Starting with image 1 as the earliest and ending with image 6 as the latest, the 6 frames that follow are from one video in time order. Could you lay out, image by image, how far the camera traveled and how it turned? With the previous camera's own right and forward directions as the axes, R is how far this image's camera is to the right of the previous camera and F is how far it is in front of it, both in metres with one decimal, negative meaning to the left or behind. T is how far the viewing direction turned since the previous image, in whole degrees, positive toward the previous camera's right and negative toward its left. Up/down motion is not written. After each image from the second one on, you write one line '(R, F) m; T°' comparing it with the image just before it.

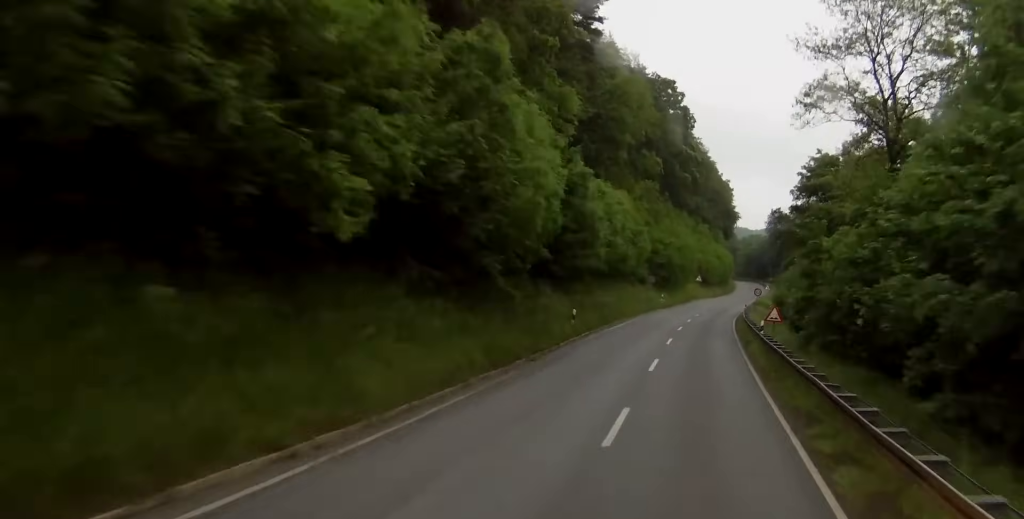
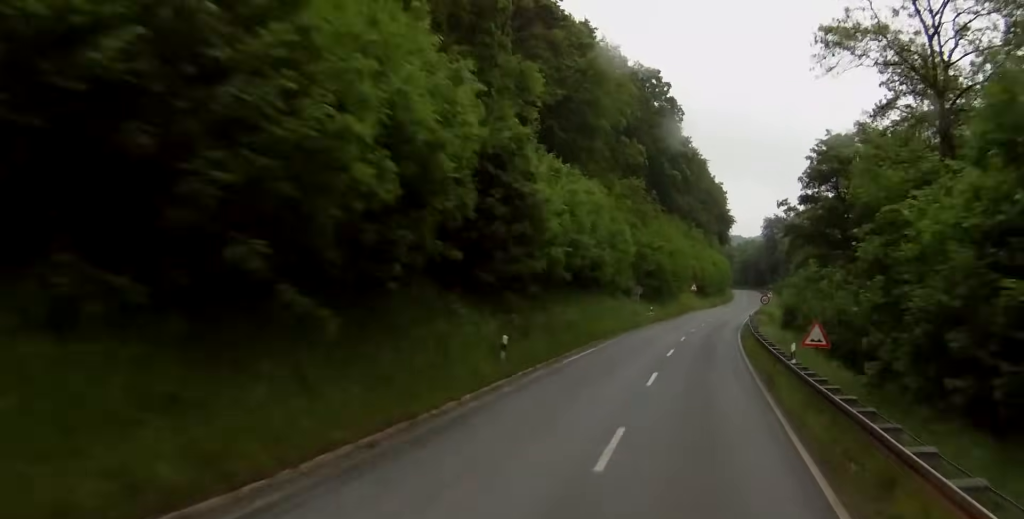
(0.0, +12.8) m; +1°
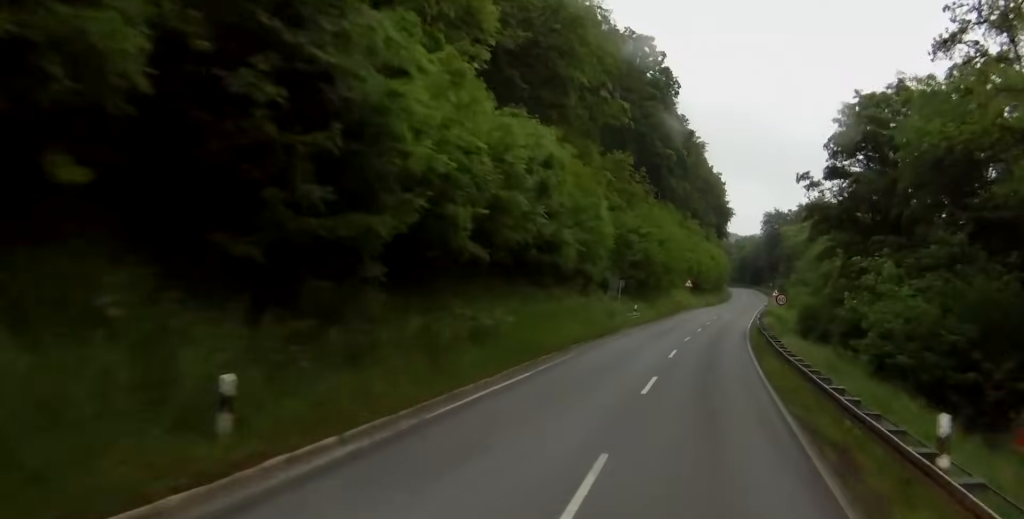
(+0.3, +14.8) m; +1°
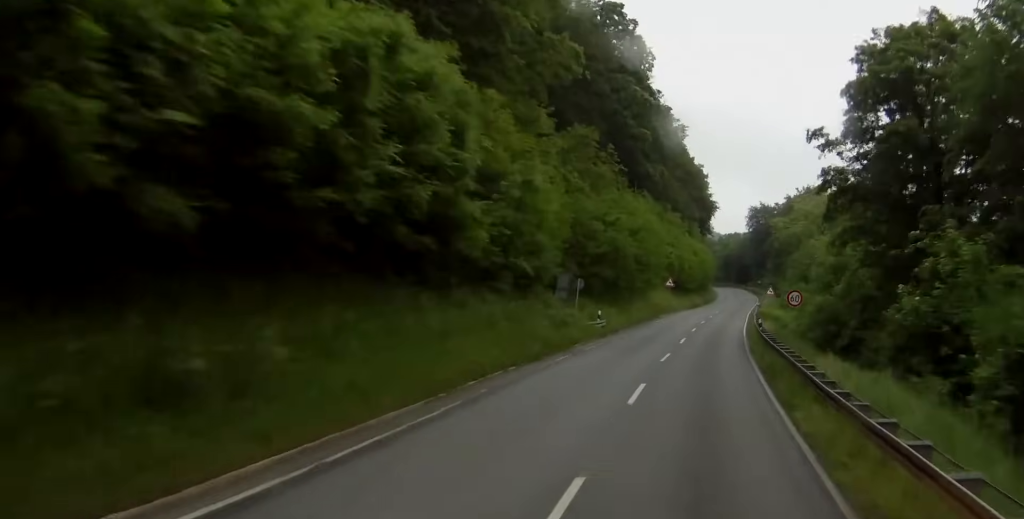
(+0.1, +13.7) m; 0°
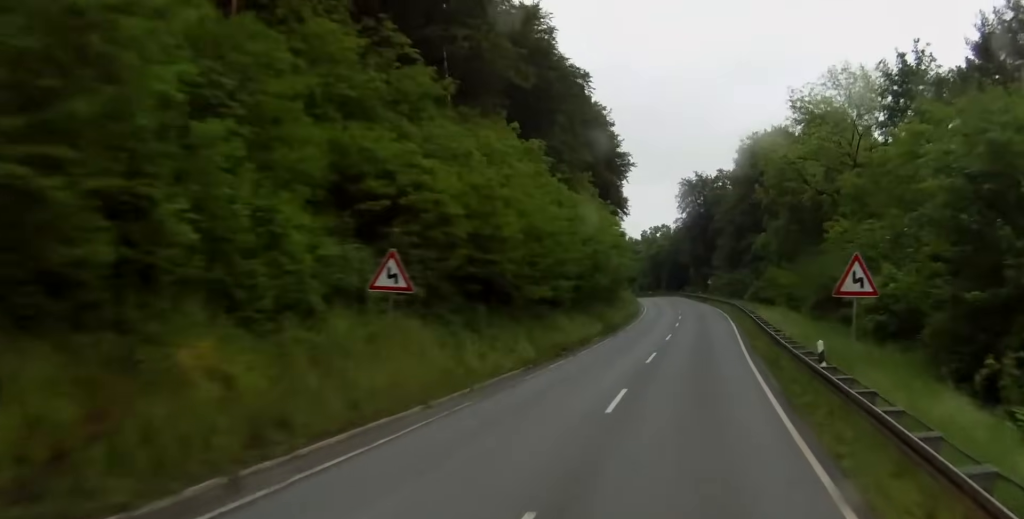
(-0.7, +73.6) m; +3°
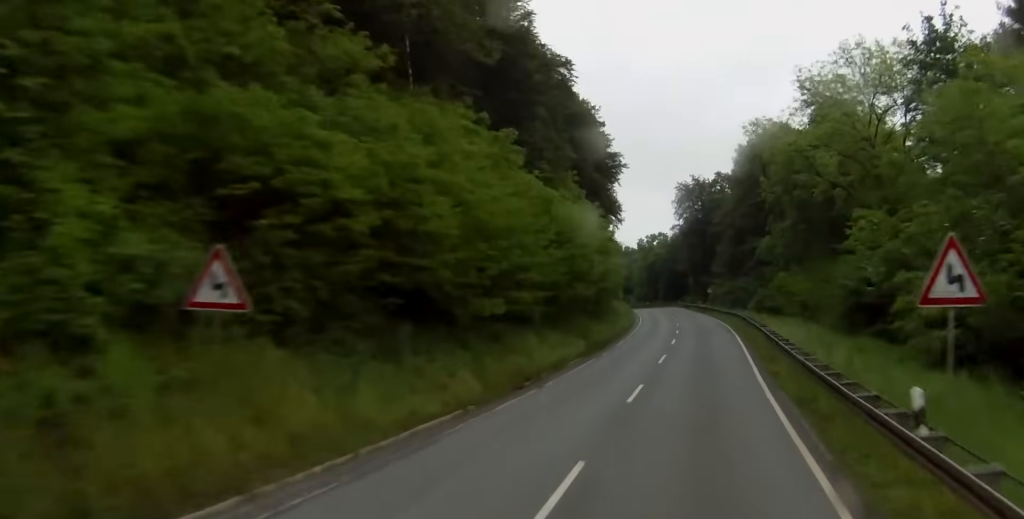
(+0.4, +8.1) m; +1°
